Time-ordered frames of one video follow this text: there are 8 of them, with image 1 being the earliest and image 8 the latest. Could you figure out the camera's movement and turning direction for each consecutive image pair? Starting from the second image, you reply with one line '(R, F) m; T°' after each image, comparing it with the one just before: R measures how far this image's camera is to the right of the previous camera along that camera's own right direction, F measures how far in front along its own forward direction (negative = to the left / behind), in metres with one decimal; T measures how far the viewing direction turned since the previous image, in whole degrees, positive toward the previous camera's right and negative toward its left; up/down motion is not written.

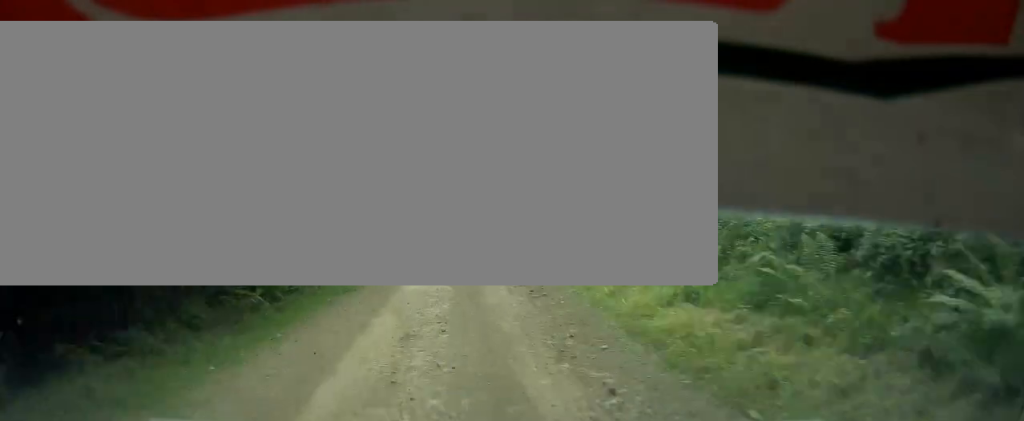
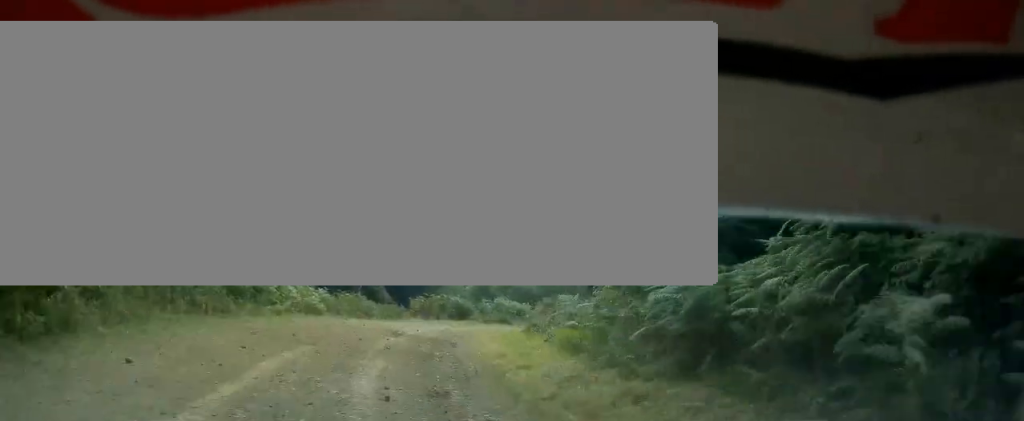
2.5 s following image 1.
(+17.3, +47.7) m; +53°
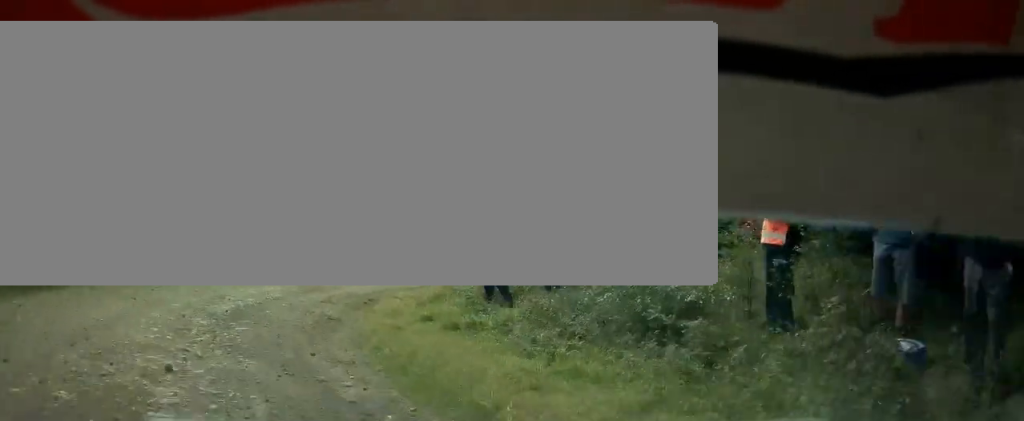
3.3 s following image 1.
(+1.9, +14.1) m; +21°
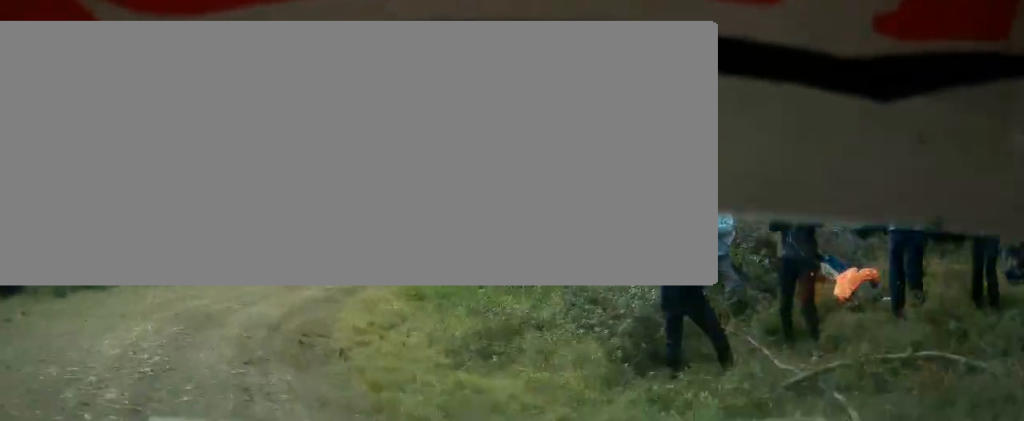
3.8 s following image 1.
(+1.9, +7.8) m; +10°
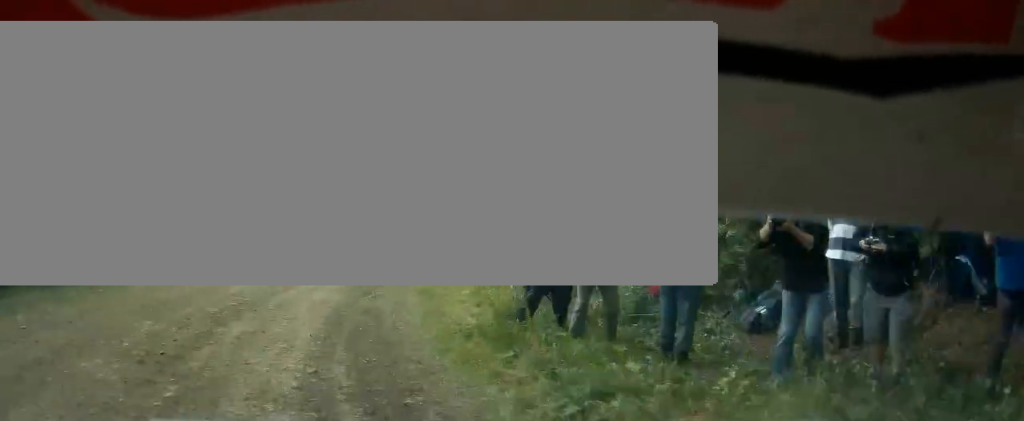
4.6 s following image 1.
(+1.9, +14.3) m; +15°
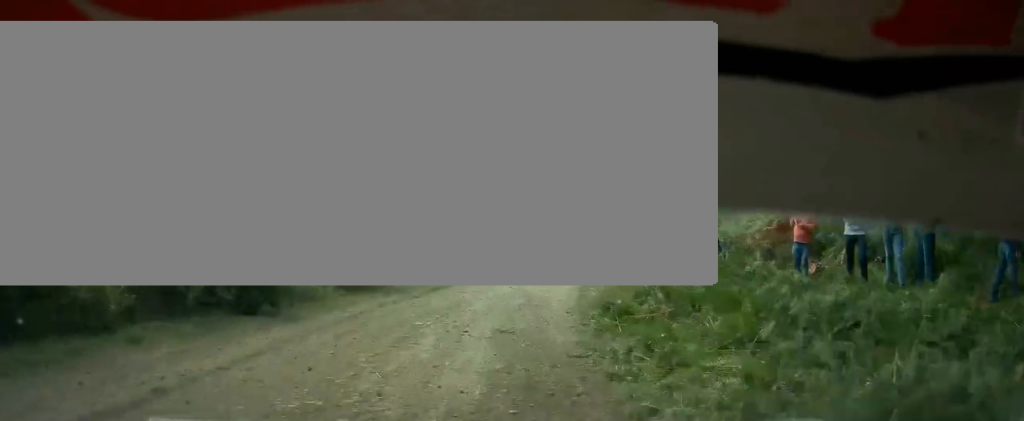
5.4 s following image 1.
(+1.4, +15.7) m; +15°
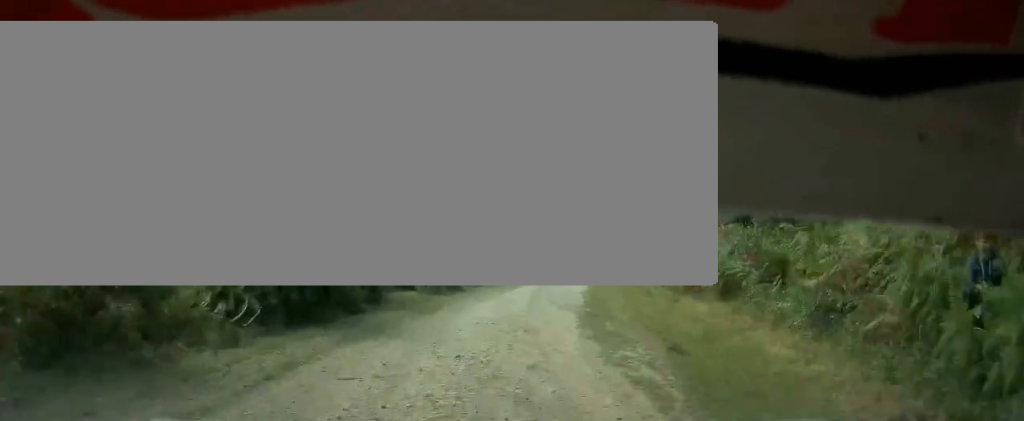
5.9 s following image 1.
(+1.2, +8.4) m; +8°
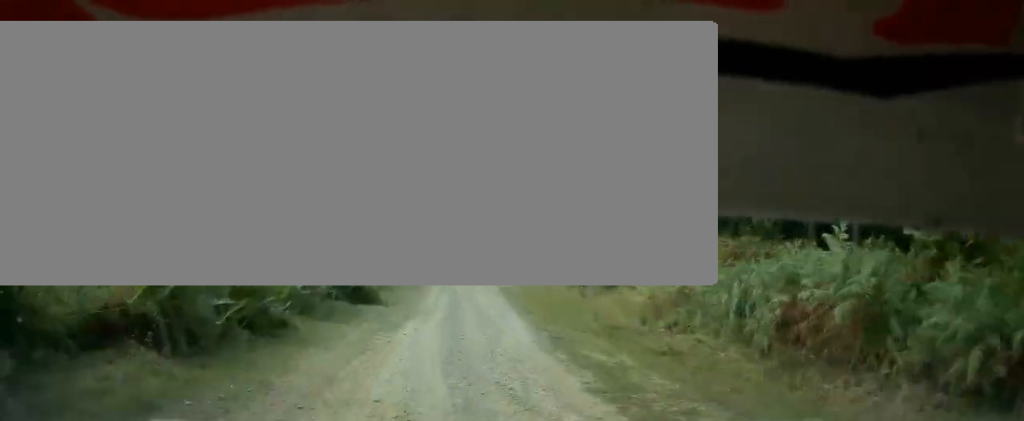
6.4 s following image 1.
(+0.8, +10.6) m; +7°
